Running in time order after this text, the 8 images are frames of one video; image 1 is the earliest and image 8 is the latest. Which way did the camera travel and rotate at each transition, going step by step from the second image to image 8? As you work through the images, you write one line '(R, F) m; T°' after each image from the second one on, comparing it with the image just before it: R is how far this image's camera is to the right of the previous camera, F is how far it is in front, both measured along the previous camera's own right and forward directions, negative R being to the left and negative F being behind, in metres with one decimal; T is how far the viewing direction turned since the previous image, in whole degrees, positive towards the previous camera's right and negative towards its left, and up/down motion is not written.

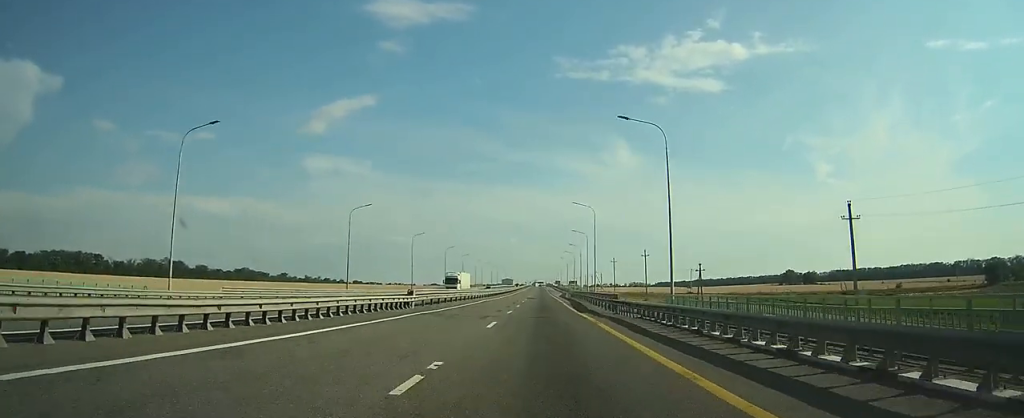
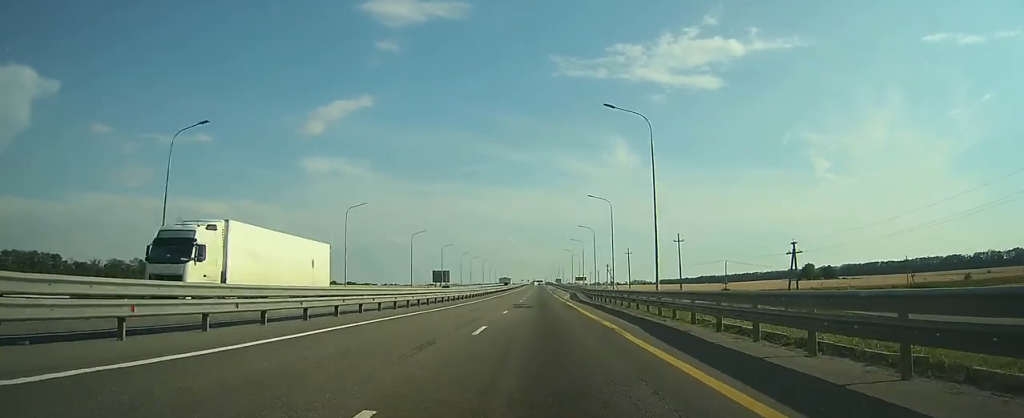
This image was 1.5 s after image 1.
(0.0, +40.5) m; 0°
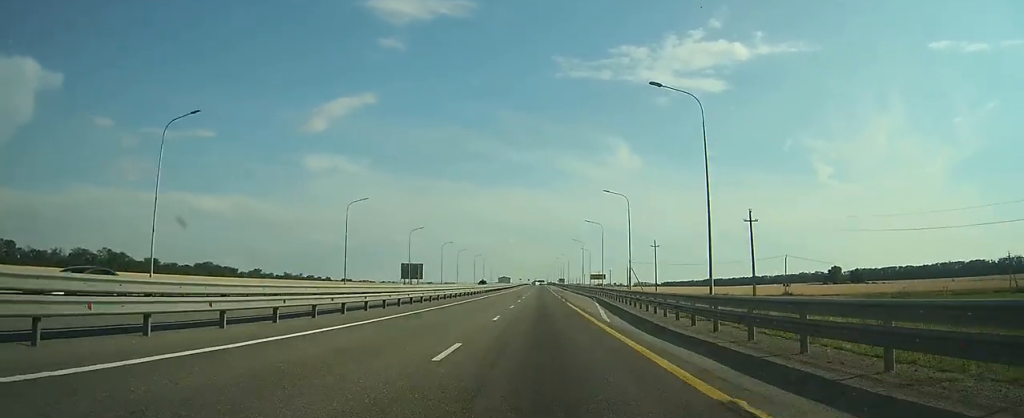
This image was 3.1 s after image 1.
(+0.1, +40.7) m; 0°
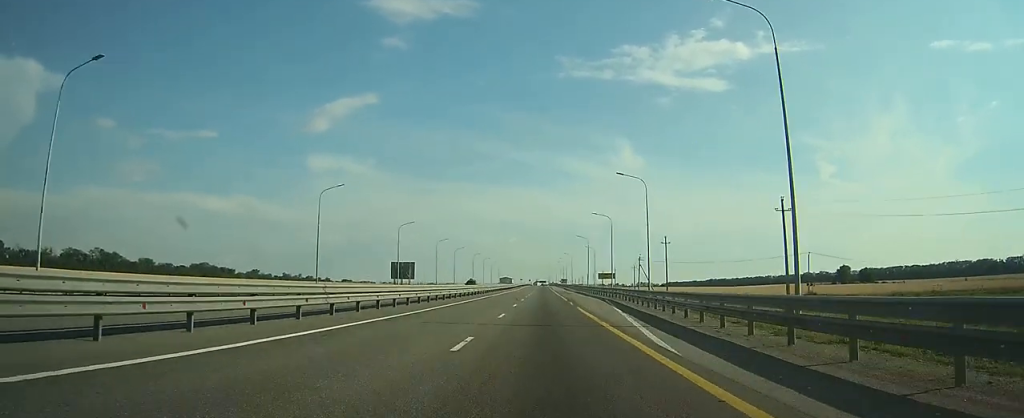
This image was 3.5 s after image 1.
(0.0, +10.4) m; 0°
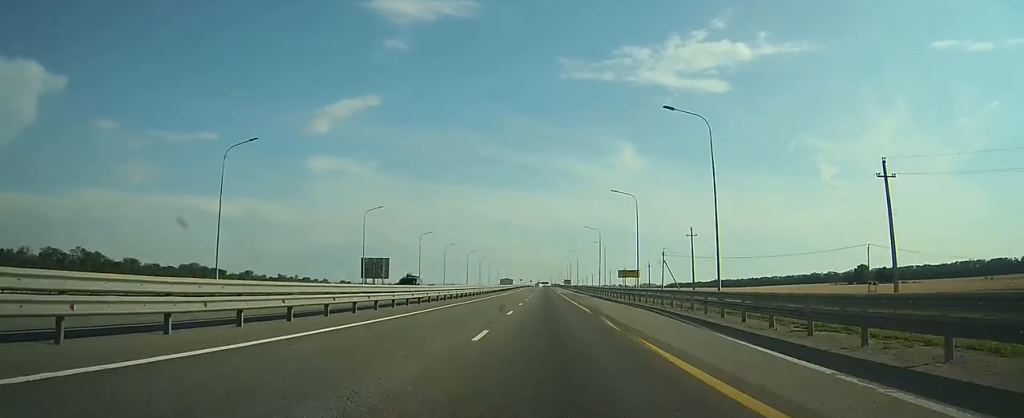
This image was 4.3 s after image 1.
(-0.1, +21.7) m; 0°
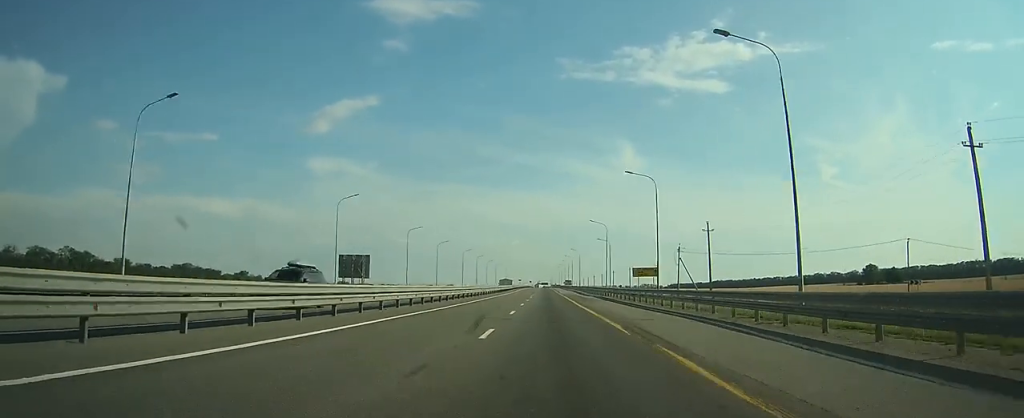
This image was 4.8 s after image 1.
(0.0, +11.3) m; 0°
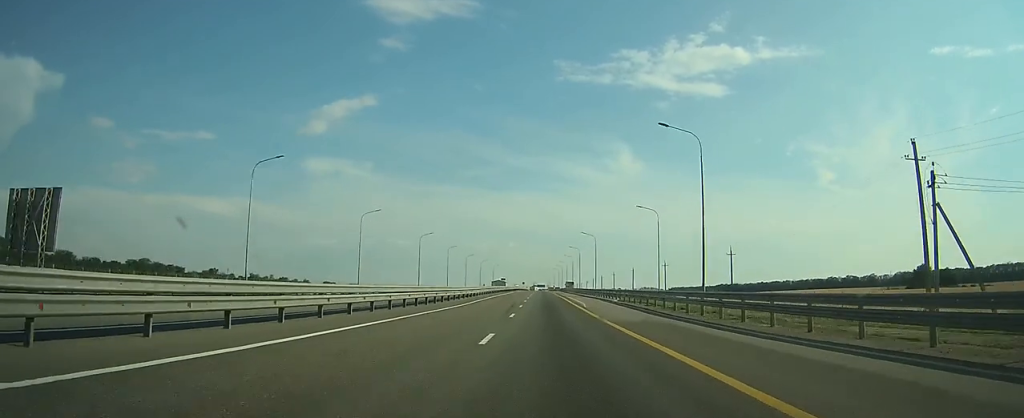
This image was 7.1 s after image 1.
(+0.3, +60.9) m; 0°
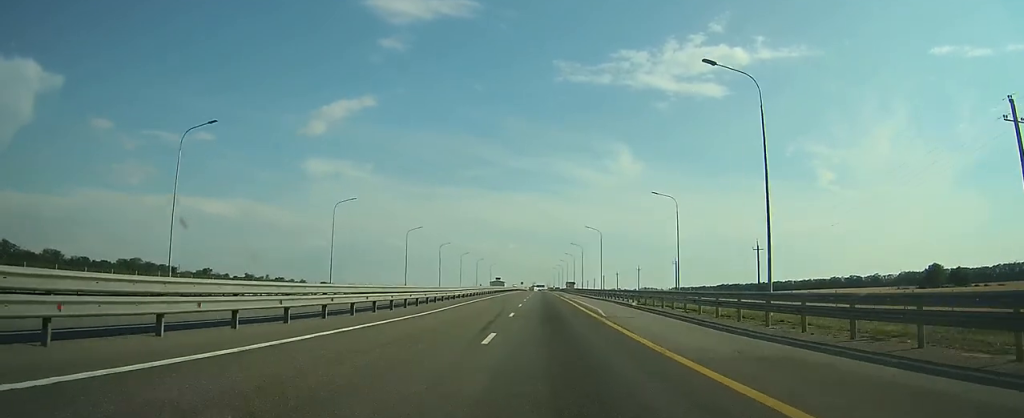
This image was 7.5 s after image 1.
(0.0, +11.5) m; 0°
